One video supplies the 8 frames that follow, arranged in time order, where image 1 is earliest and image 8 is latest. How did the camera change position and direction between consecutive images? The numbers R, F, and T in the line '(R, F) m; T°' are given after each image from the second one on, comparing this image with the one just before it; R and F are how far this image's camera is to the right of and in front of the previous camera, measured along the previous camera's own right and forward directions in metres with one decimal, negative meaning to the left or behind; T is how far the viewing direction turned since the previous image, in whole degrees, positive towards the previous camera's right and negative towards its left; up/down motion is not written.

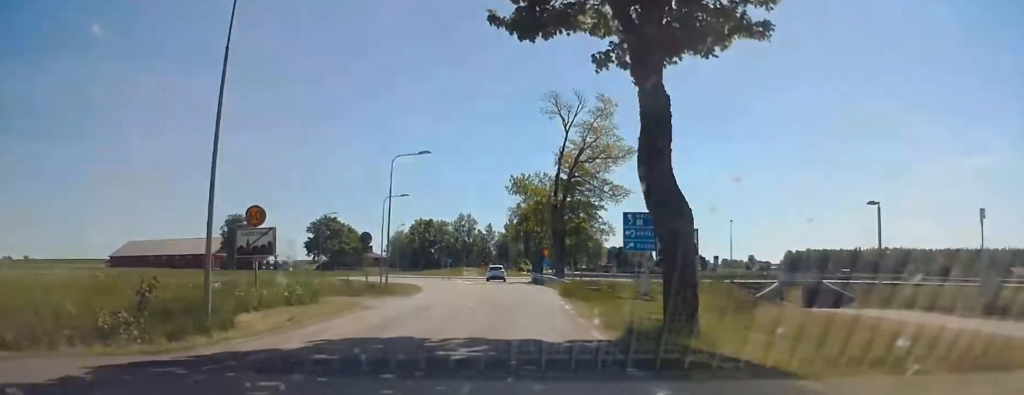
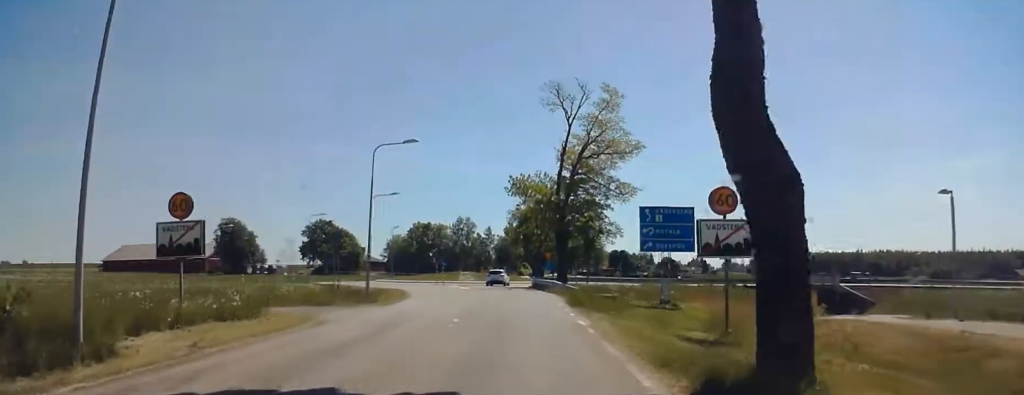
(-0.1, +5.1) m; 0°
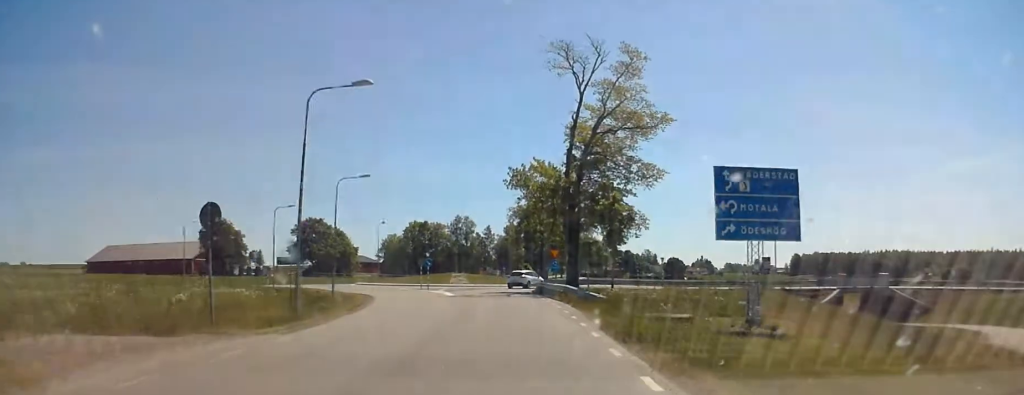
(+0.1, +12.2) m; -1°
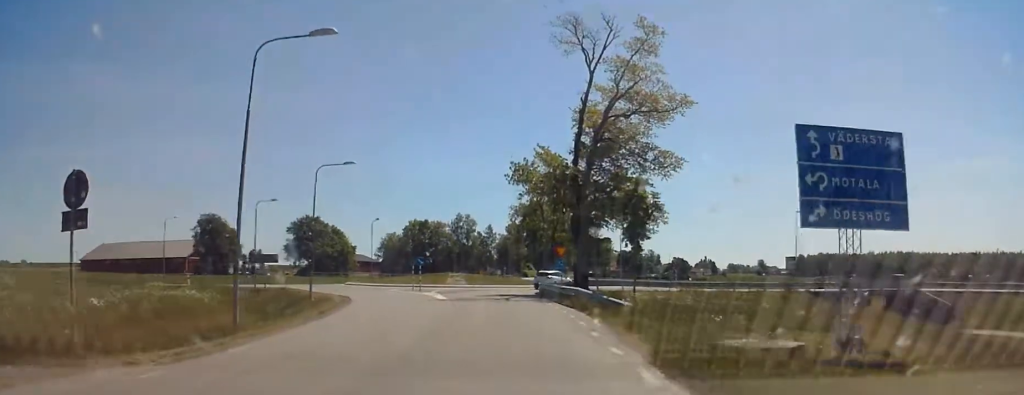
(-0.2, +5.6) m; -2°
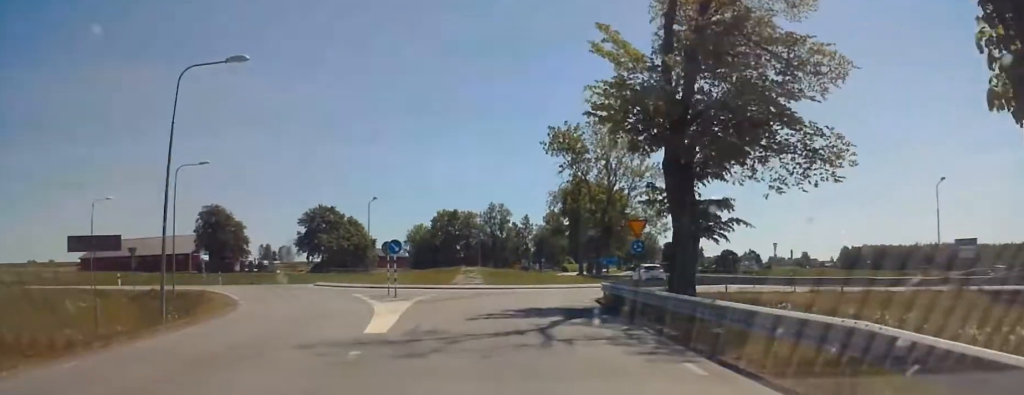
(-0.5, +21.0) m; -1°
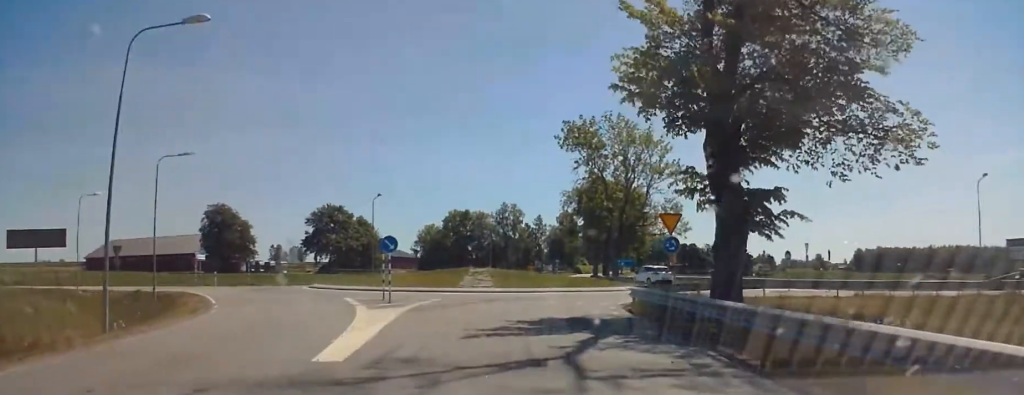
(0.0, +4.1) m; 0°
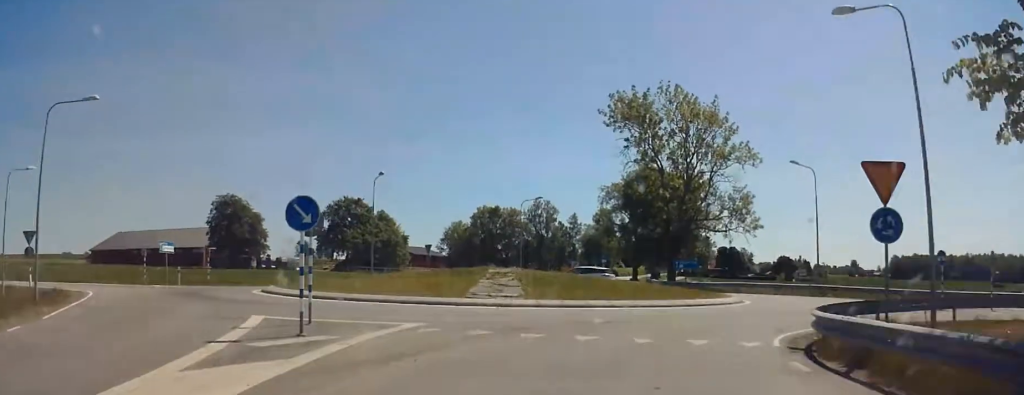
(0.0, +13.8) m; -1°
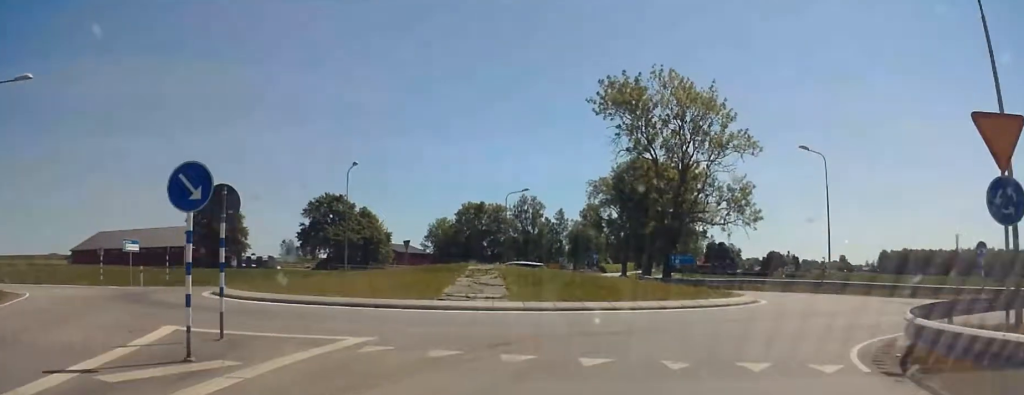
(0.0, +3.9) m; 0°
